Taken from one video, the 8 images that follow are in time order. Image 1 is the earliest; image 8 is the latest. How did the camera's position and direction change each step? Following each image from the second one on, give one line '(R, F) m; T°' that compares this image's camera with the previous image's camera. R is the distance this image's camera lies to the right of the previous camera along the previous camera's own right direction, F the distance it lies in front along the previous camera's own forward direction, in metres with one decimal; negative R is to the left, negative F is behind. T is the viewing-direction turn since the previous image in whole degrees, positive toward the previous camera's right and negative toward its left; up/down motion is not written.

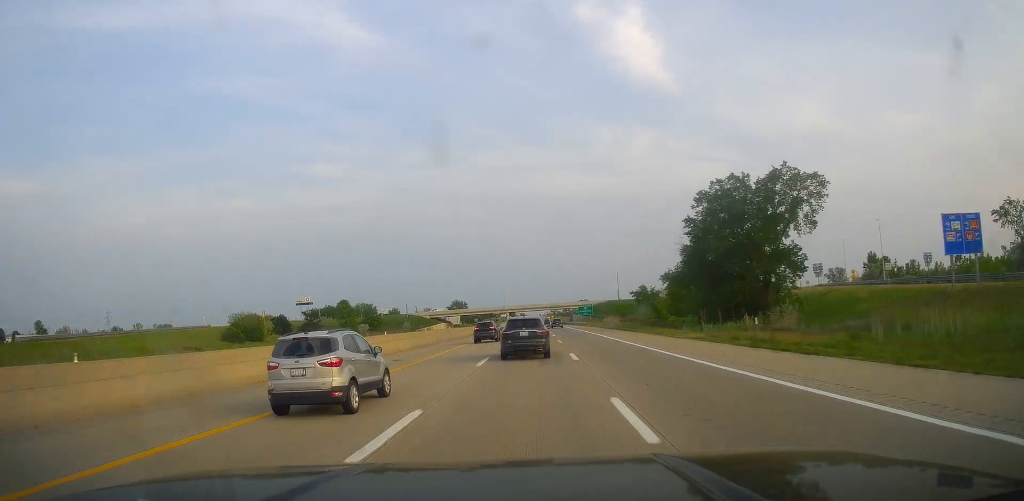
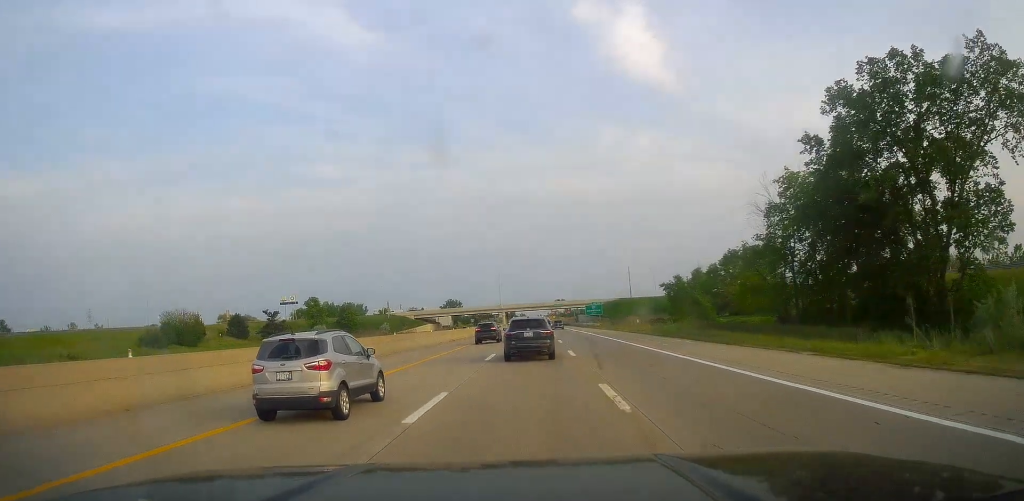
(0.0, +27.9) m; 0°
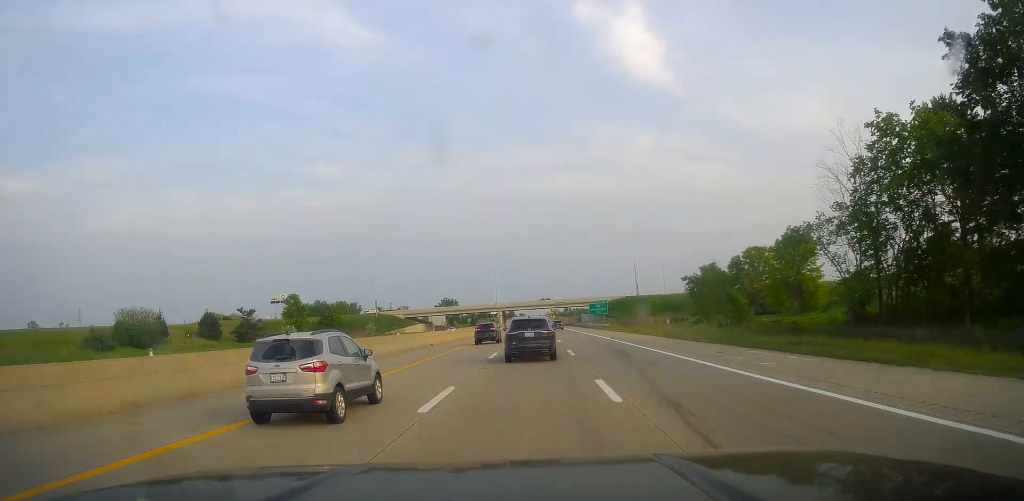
(0.0, +13.9) m; 0°
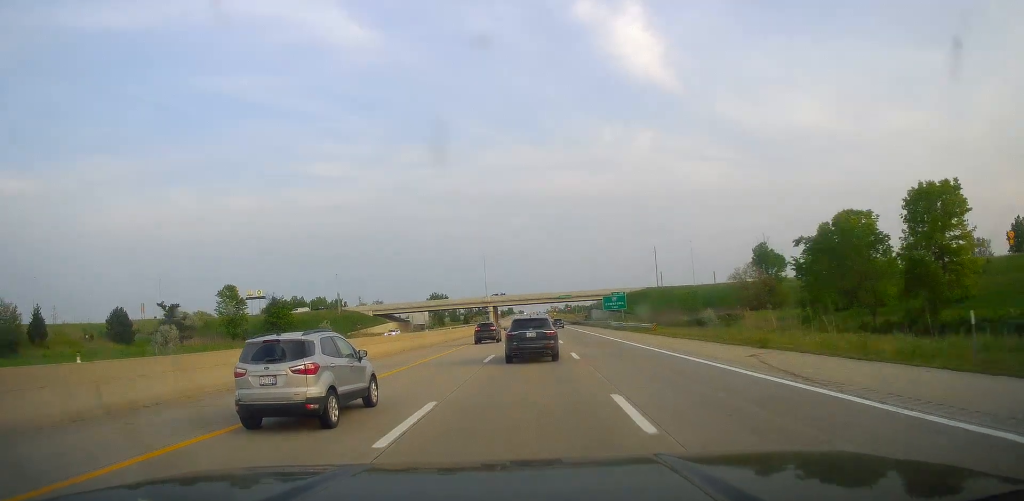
(0.0, +33.6) m; 0°
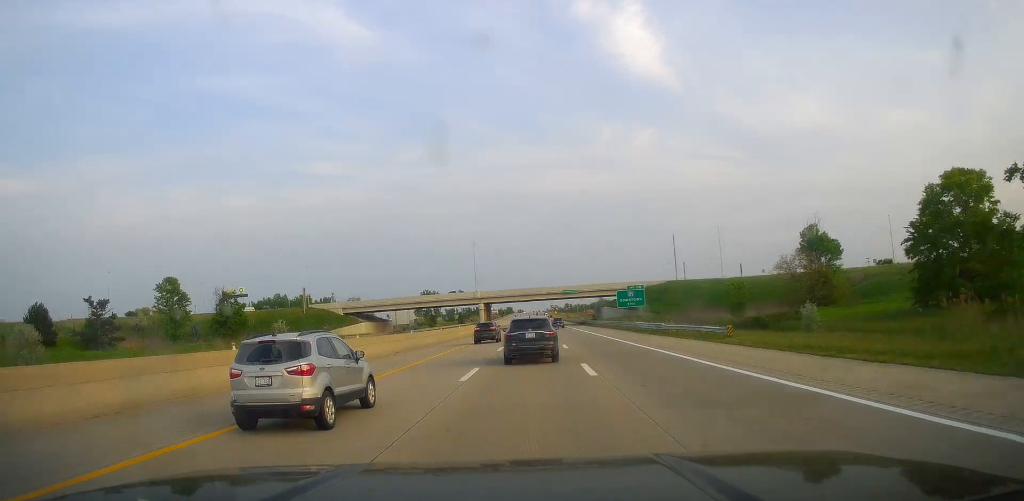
(0.0, +21.9) m; 0°
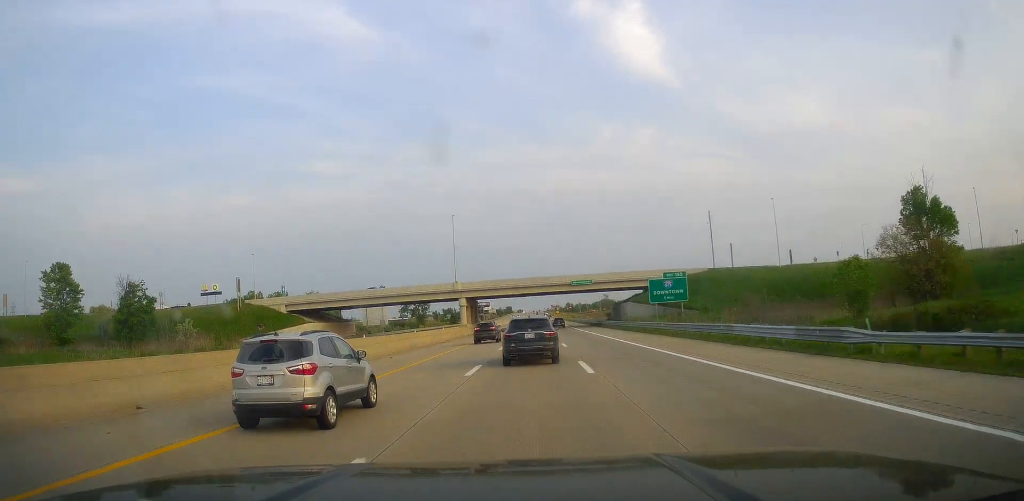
(0.0, +29.0) m; 0°
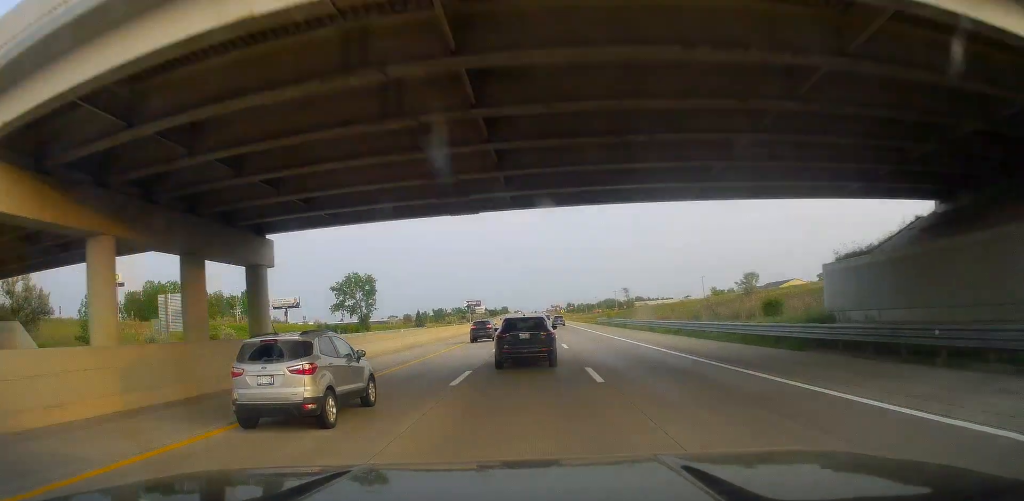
(0.0, +79.3) m; 0°
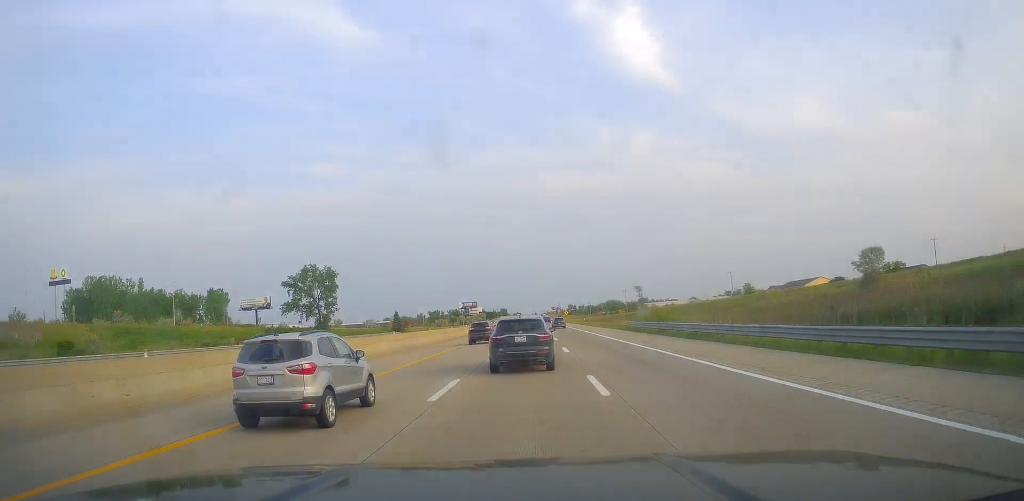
(0.0, +32.7) m; 0°
